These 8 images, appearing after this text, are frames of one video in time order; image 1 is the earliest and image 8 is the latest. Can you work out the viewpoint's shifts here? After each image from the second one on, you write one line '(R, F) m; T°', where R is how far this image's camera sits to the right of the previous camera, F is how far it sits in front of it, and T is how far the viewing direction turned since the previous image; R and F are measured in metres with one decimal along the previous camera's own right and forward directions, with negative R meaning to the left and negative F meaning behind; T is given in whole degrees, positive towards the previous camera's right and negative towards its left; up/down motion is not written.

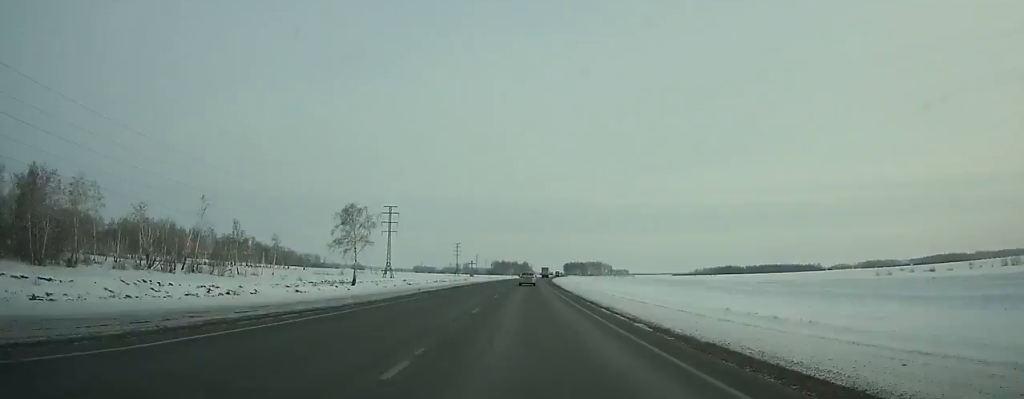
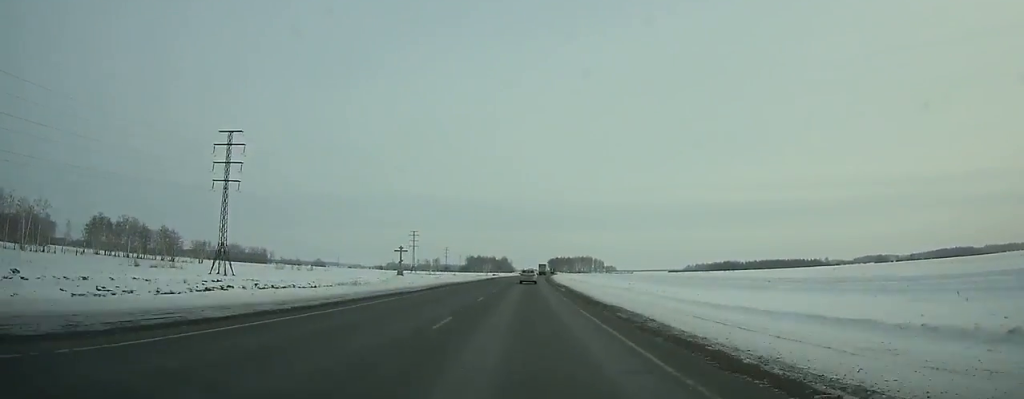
(+2.0, +101.8) m; +2°
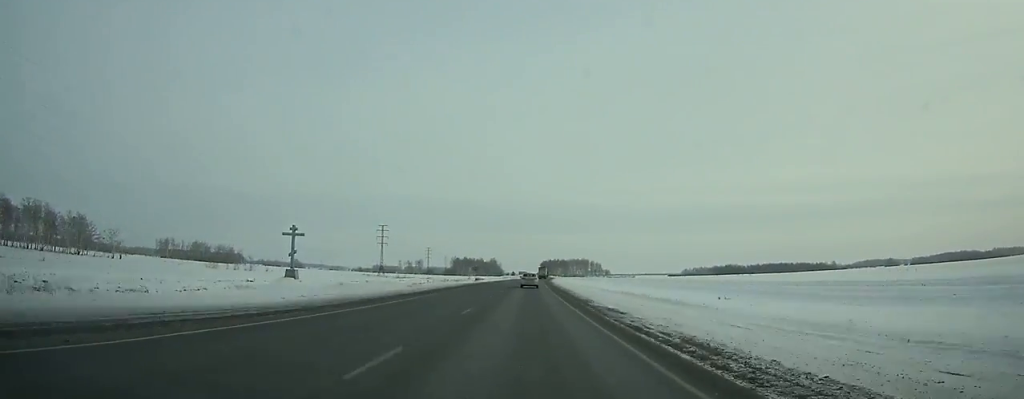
(+0.5, +52.8) m; +1°
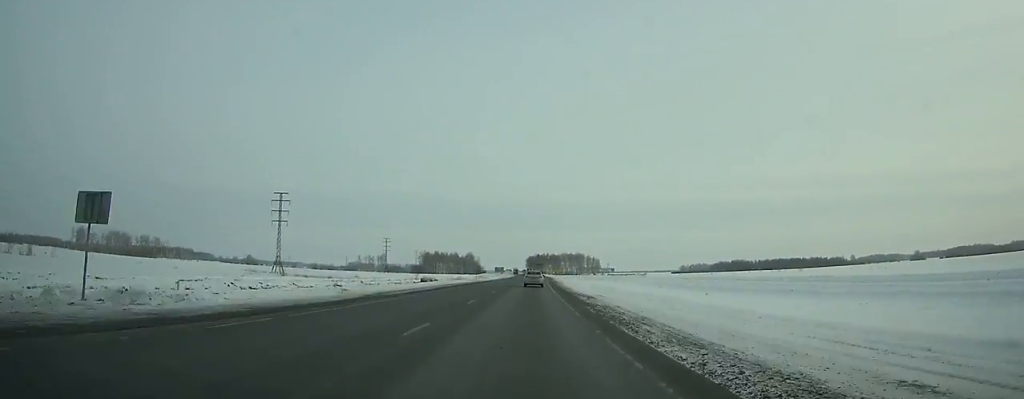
(+1.5, +100.7) m; +2°
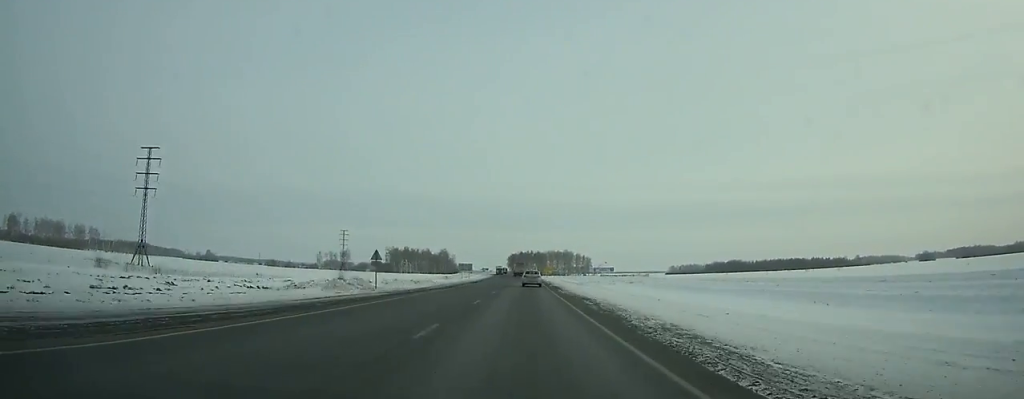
(+0.7, +60.0) m; +1°
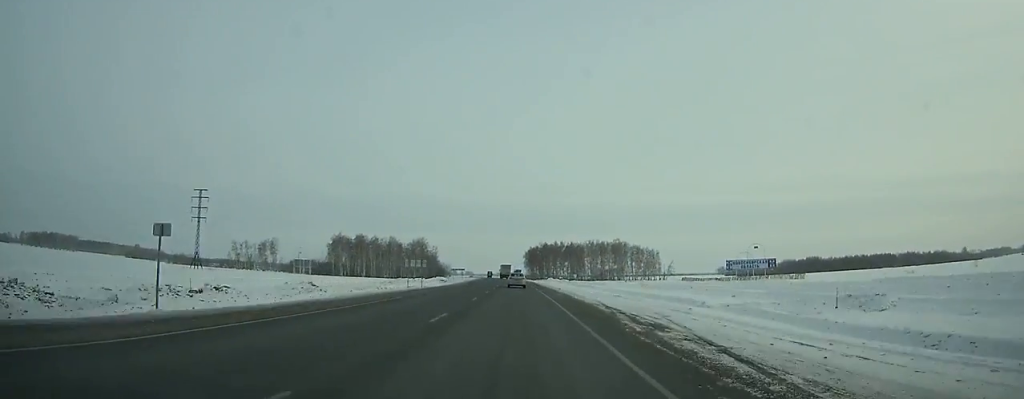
(-2.5, +178.0) m; -3°
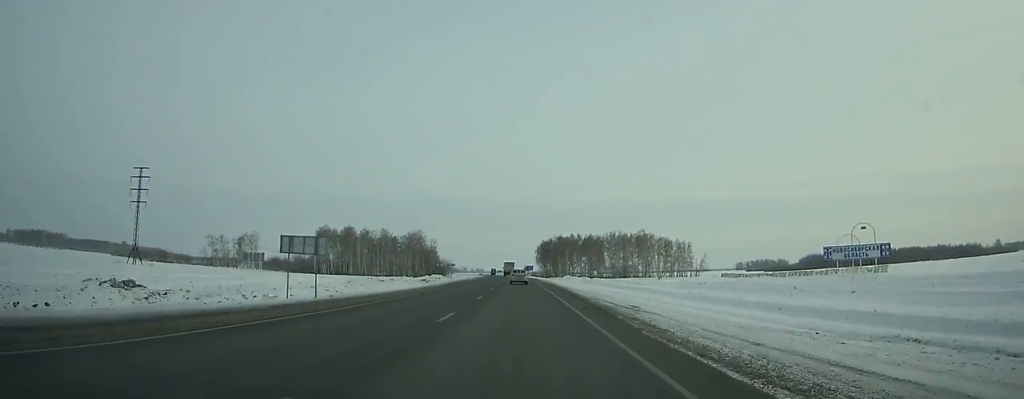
(-0.5, +36.5) m; -1°
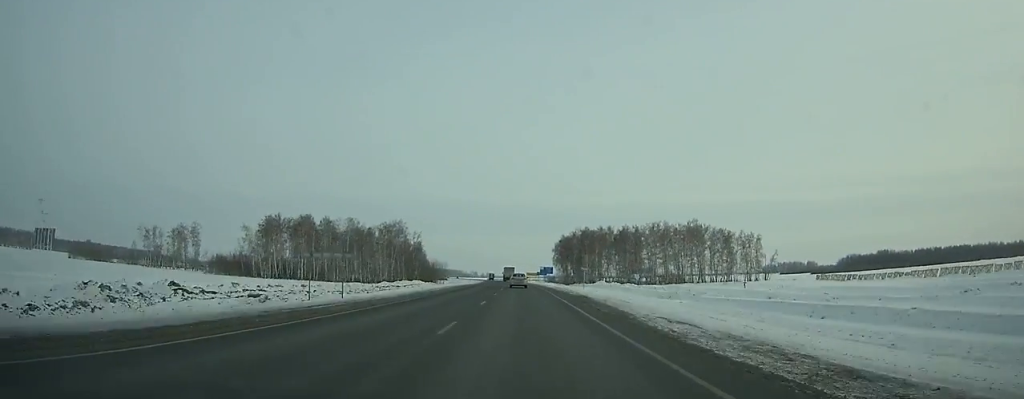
(-0.7, +63.4) m; -1°
